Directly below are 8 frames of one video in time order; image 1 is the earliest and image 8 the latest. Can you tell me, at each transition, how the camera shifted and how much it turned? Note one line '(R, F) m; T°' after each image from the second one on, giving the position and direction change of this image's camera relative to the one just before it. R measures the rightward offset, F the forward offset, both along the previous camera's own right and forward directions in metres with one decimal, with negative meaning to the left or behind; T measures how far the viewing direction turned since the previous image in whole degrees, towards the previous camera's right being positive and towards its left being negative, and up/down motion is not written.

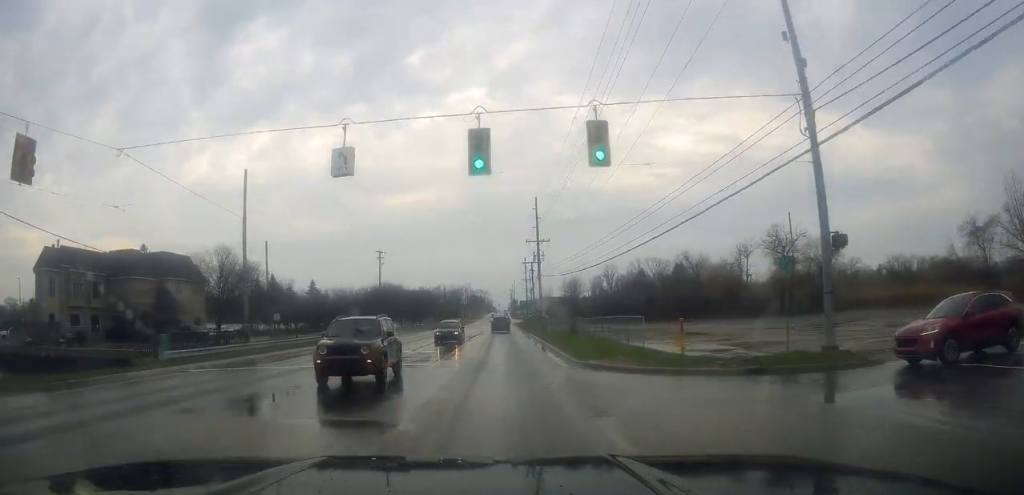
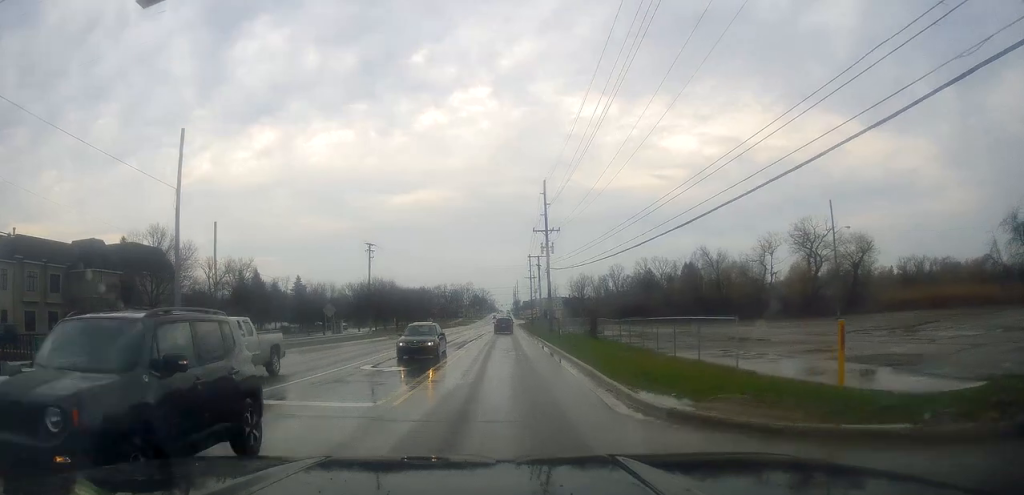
(-0.2, +10.0) m; 0°
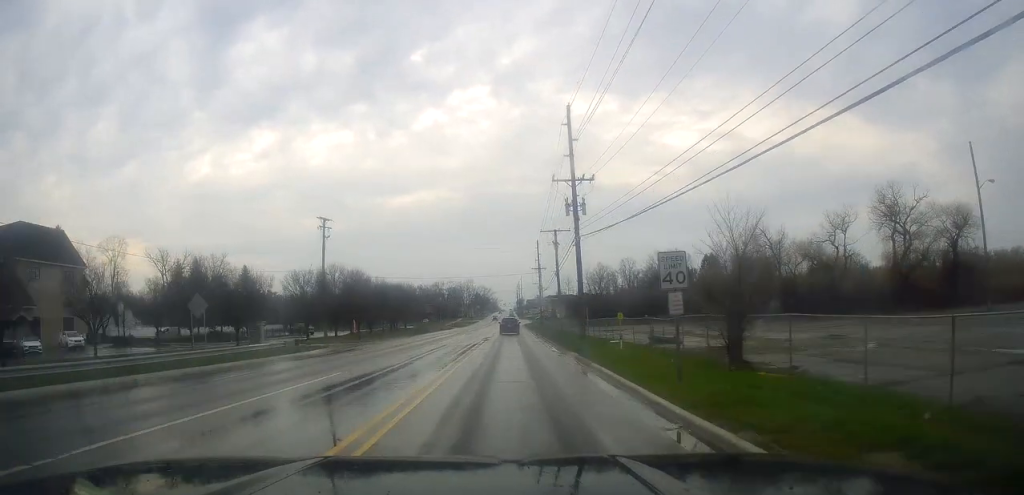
(0.0, +24.7) m; +1°
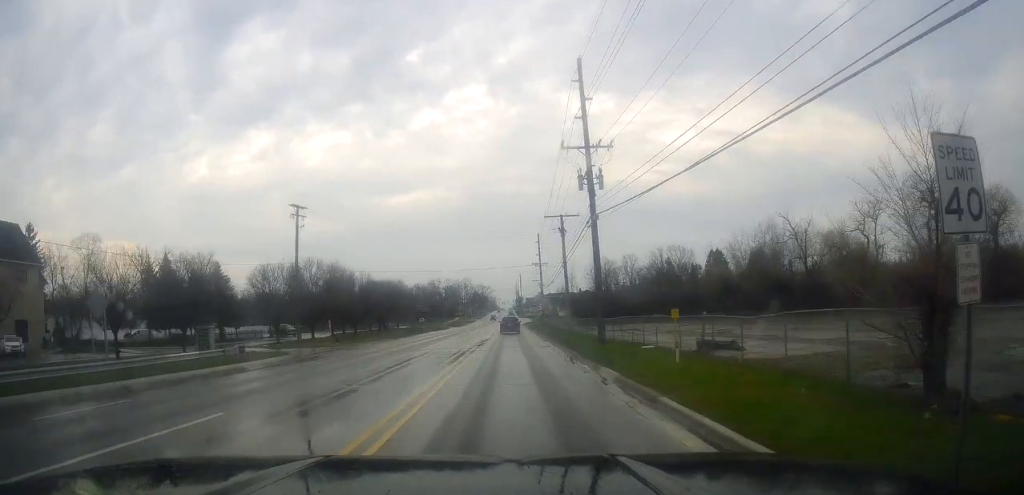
(+0.1, +8.5) m; 0°
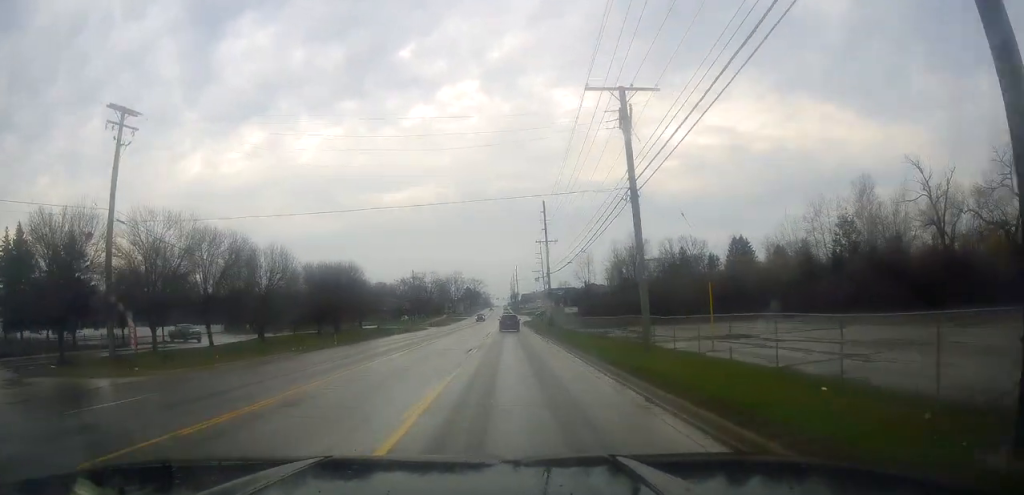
(0.0, +29.7) m; +1°
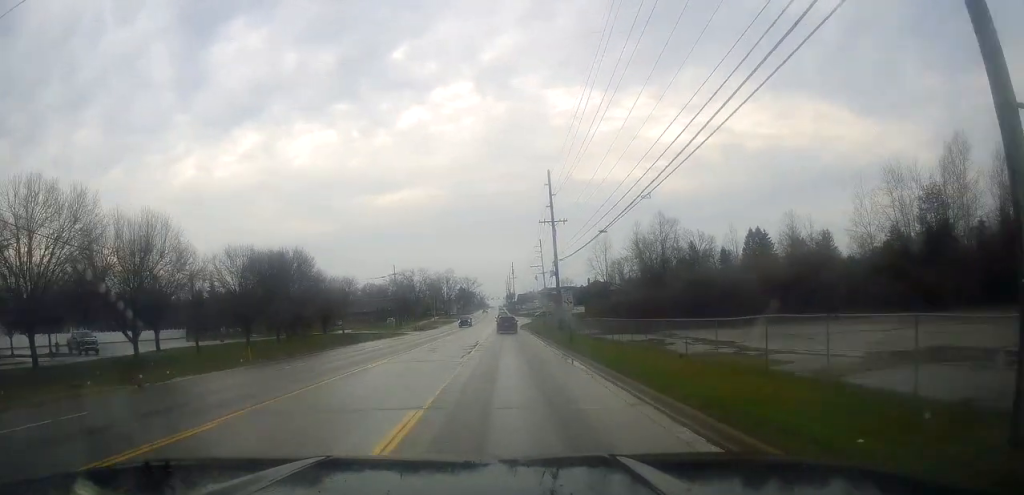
(+0.1, +17.9) m; -2°
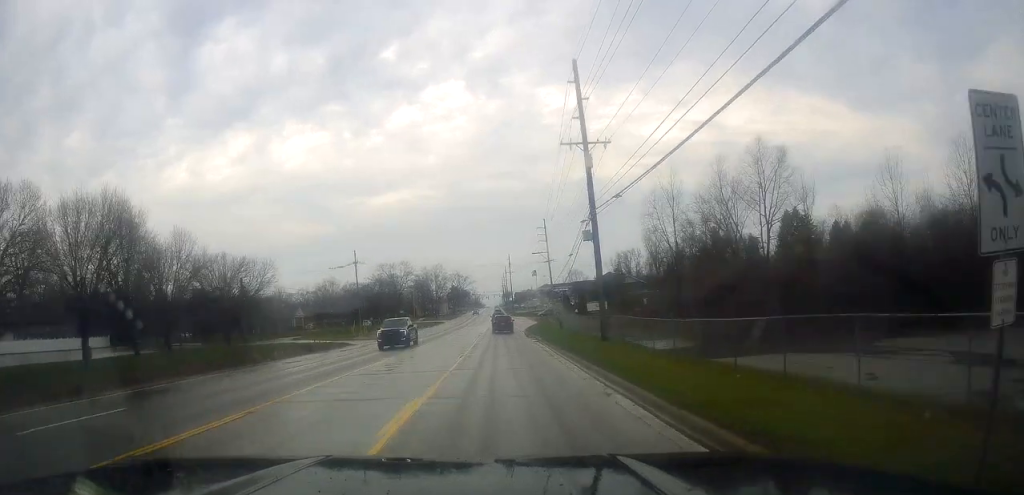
(-0.5, +28.1) m; +1°
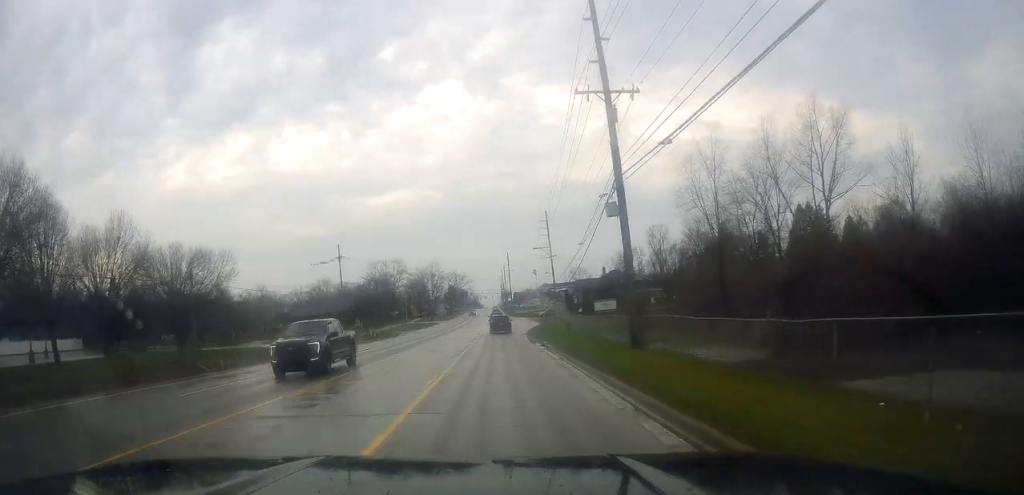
(+0.2, +8.1) m; +1°
